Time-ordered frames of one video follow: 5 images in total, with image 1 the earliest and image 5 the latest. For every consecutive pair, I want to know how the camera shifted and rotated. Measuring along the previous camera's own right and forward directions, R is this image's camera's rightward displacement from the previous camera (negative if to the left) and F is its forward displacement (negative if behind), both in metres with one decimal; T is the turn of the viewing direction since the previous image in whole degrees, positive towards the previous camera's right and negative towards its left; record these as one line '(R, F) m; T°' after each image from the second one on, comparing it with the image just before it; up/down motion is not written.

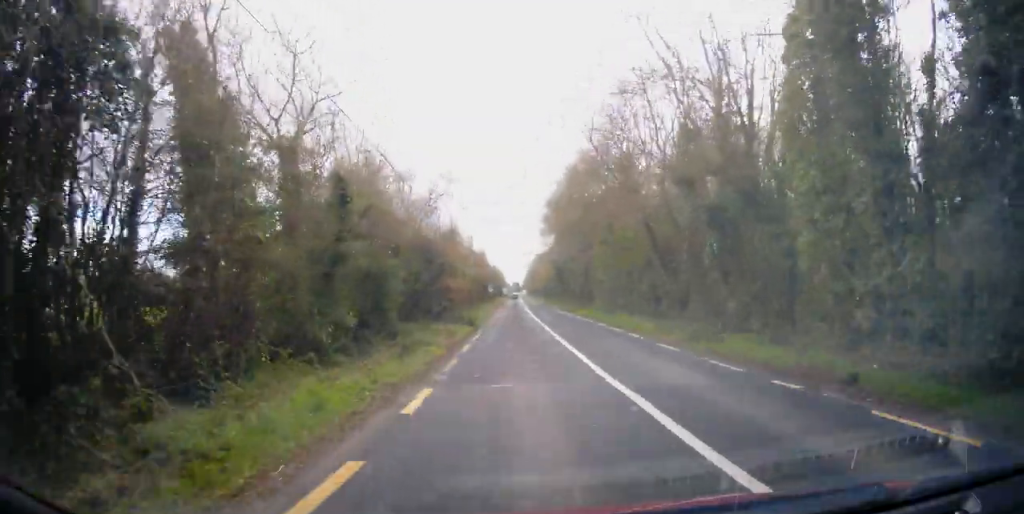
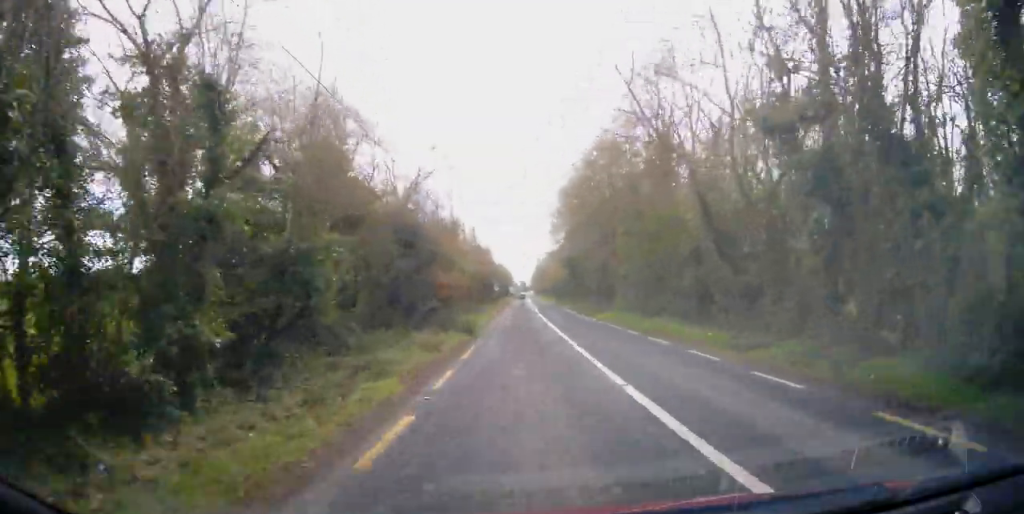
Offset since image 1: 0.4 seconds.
(+0.3, +6.7) m; +2°
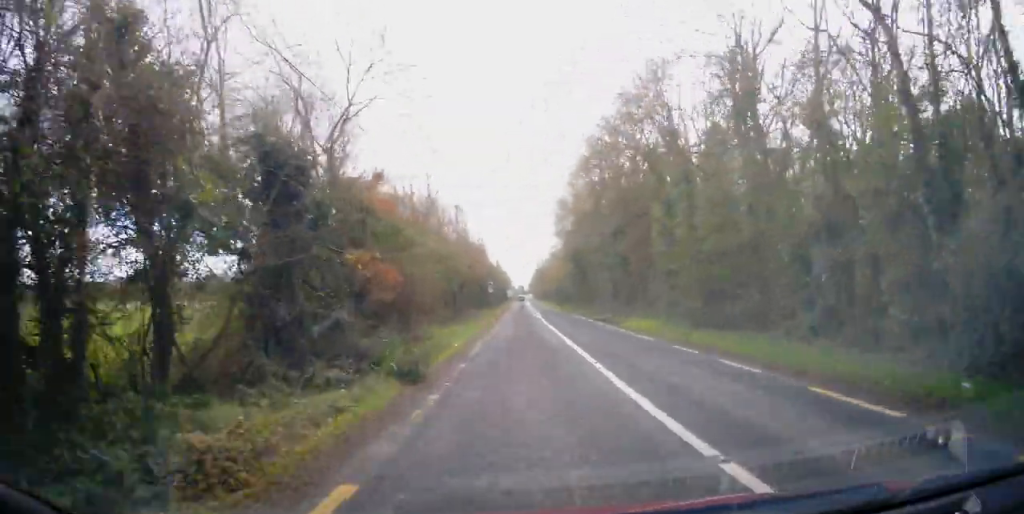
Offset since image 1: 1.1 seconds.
(+0.3, +11.0) m; +4°
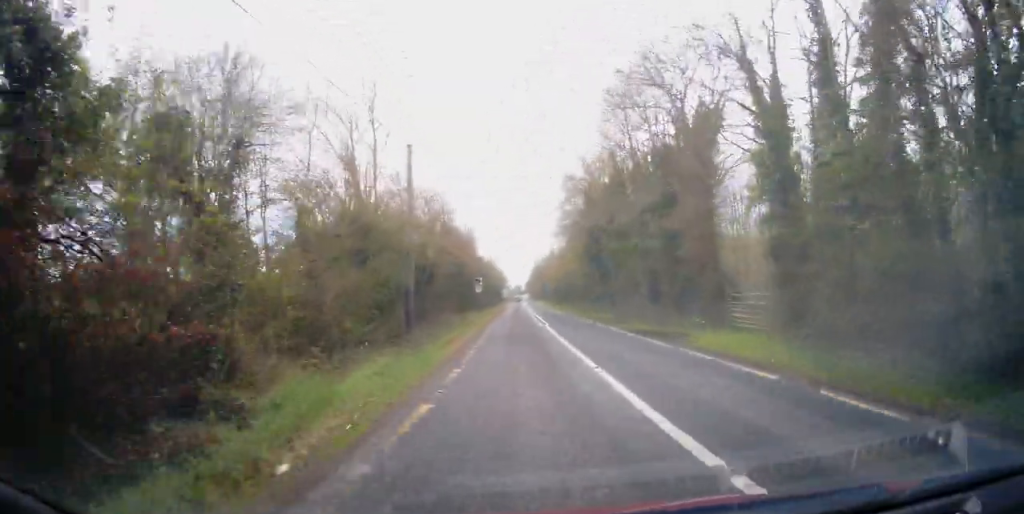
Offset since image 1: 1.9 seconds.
(+0.5, +12.8) m; +2°
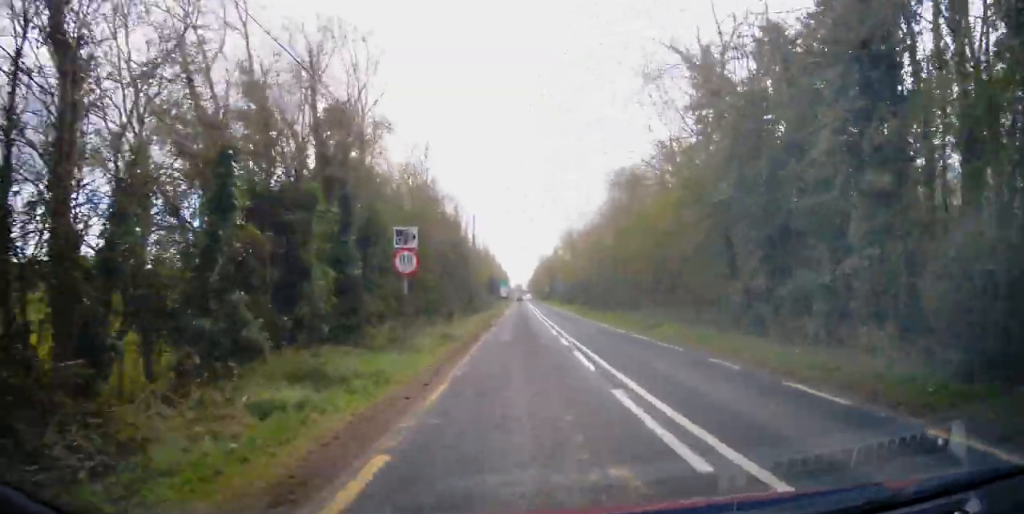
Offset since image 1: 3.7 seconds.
(+0.2, +29.9) m; +1°
